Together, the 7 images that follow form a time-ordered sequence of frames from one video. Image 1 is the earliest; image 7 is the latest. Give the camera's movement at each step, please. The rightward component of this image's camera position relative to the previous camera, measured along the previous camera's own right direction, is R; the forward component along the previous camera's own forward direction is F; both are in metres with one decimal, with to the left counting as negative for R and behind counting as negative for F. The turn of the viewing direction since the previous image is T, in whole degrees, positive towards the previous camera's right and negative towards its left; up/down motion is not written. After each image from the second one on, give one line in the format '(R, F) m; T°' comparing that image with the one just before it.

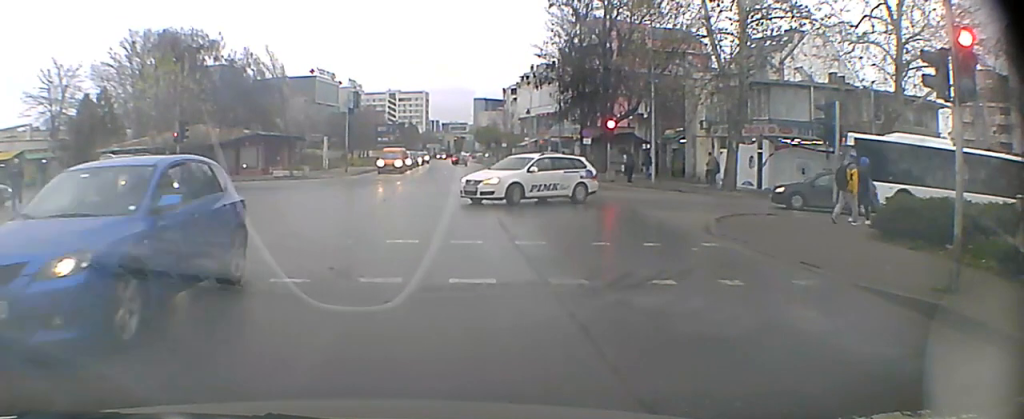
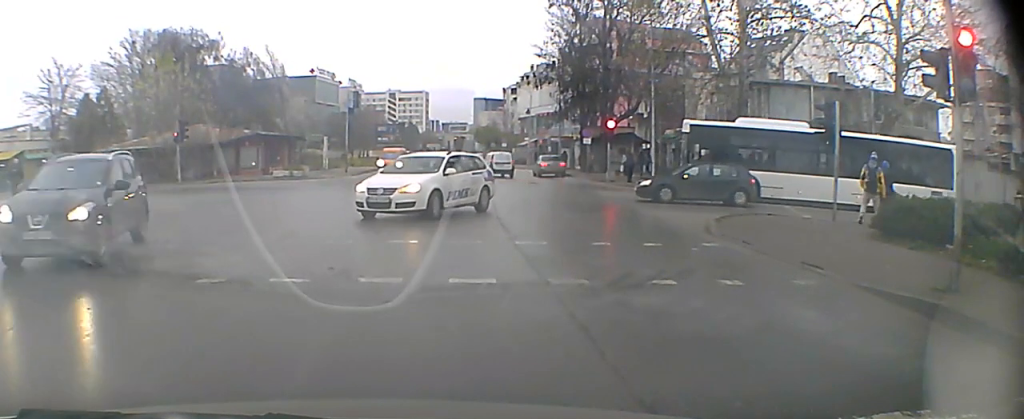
(0.0, 0.0) m; 0°
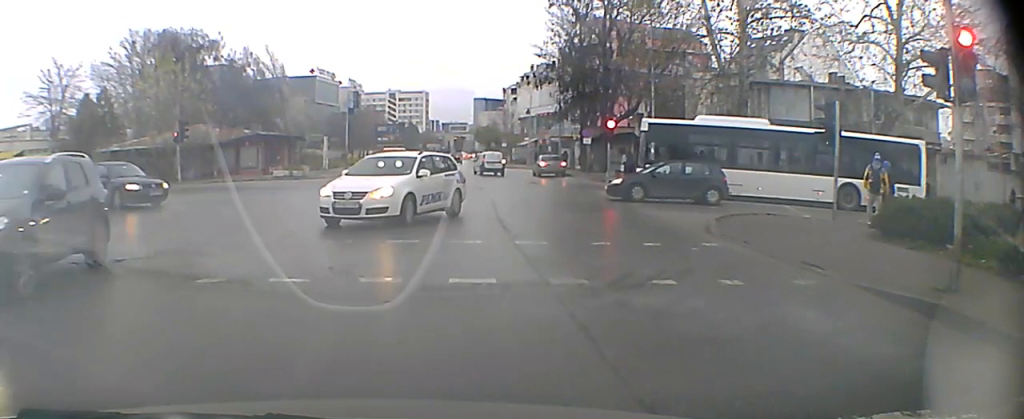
(0.0, 0.0) m; 0°
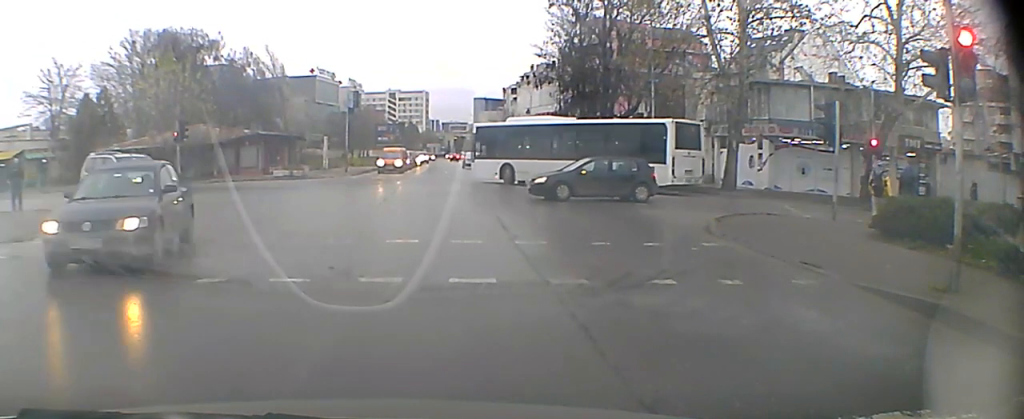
(0.0, 0.0) m; 0°
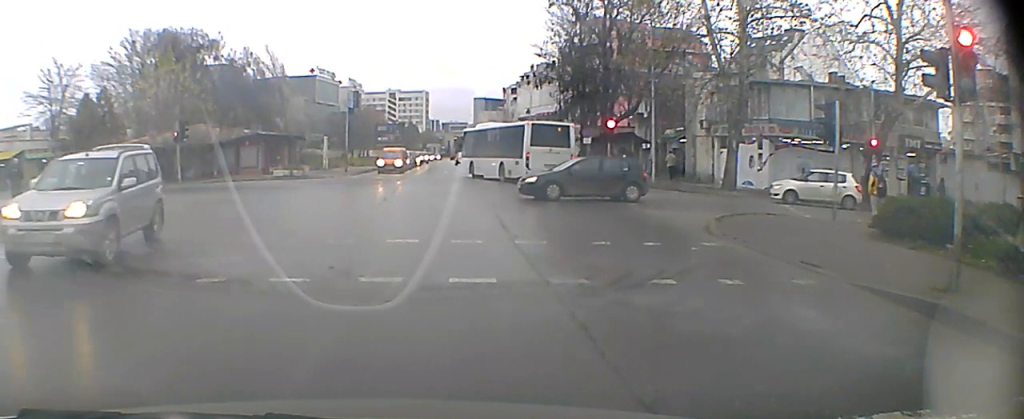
(0.0, 0.0) m; 0°
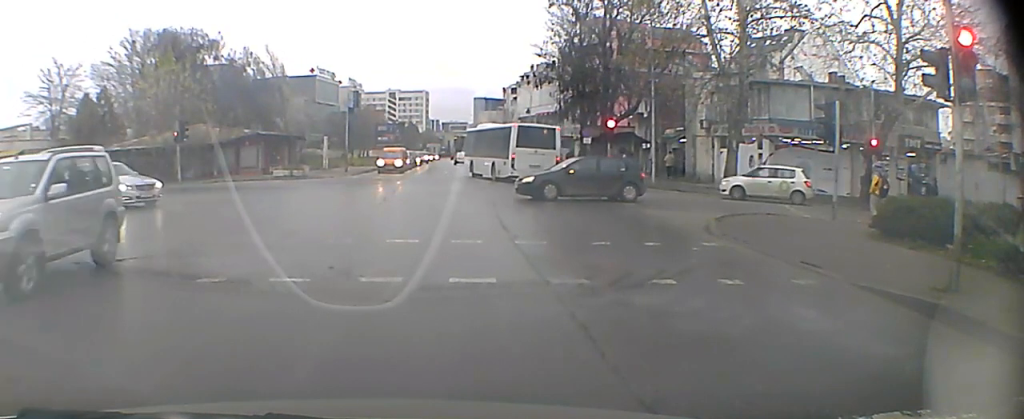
(0.0, 0.0) m; 0°
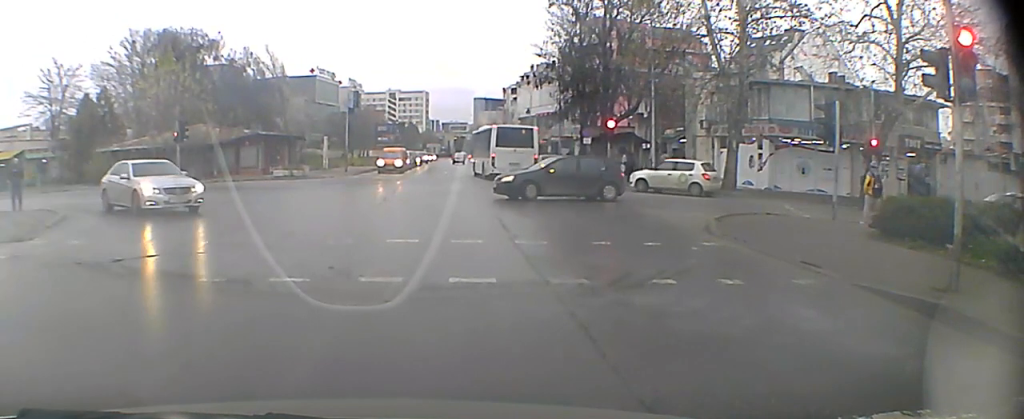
(0.0, 0.0) m; 0°
